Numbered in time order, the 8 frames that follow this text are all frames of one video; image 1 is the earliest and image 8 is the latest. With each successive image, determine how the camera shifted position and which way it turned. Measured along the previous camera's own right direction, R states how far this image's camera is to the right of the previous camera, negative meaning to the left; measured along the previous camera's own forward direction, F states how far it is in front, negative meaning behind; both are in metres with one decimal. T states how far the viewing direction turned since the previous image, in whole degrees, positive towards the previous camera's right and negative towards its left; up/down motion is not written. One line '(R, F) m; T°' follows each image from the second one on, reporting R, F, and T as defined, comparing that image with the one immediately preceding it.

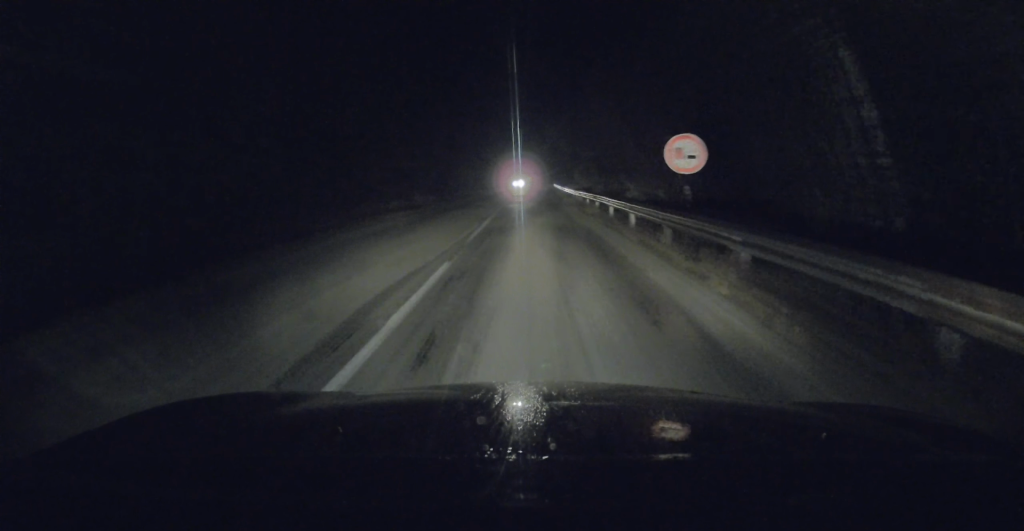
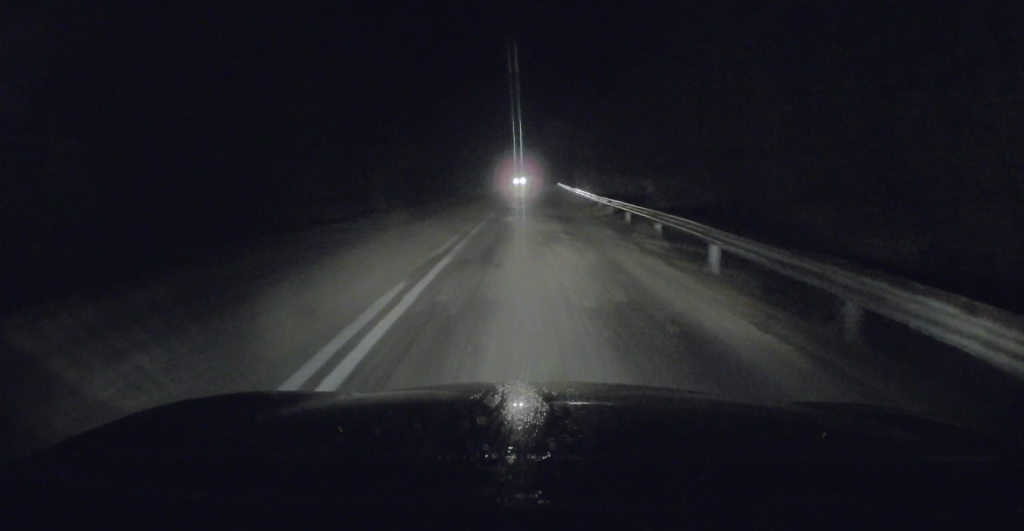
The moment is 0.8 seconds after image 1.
(0.0, +10.2) m; 0°
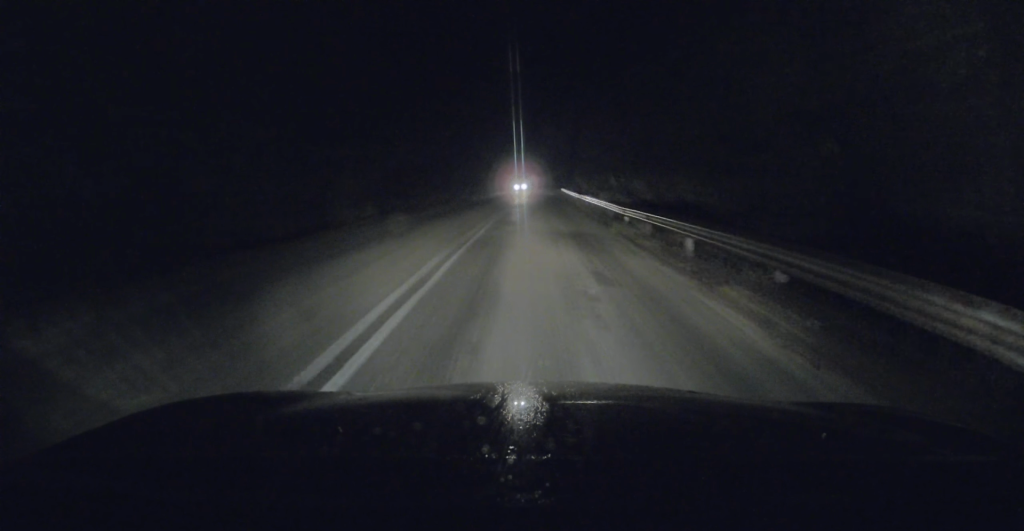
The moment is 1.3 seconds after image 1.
(0.0, +6.0) m; 0°
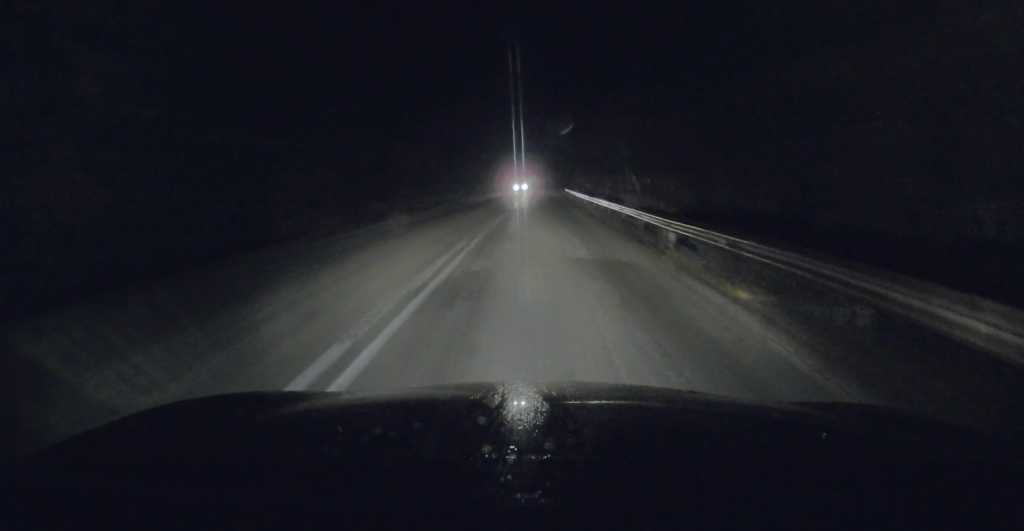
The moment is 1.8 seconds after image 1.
(-0.1, +5.3) m; 0°
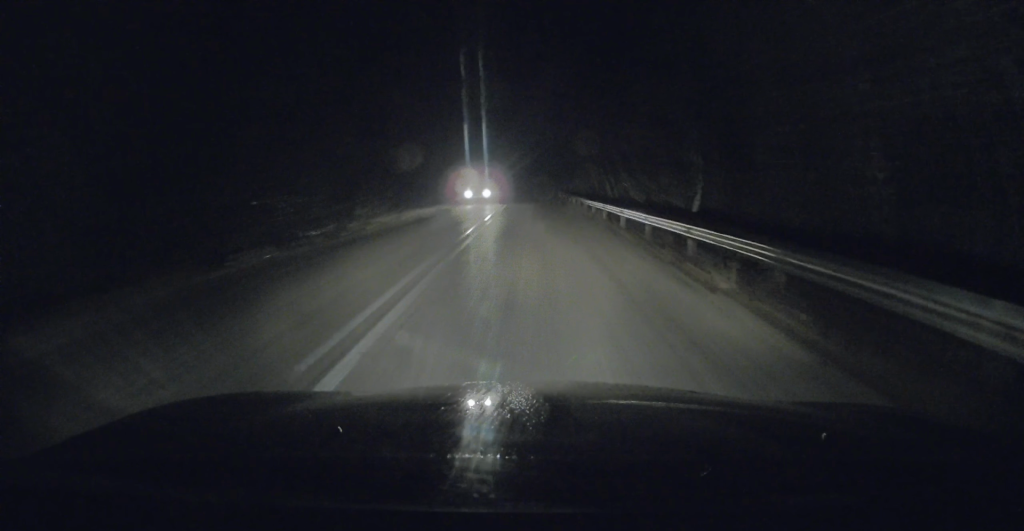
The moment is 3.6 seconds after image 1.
(+0.4, +20.3) m; +2°
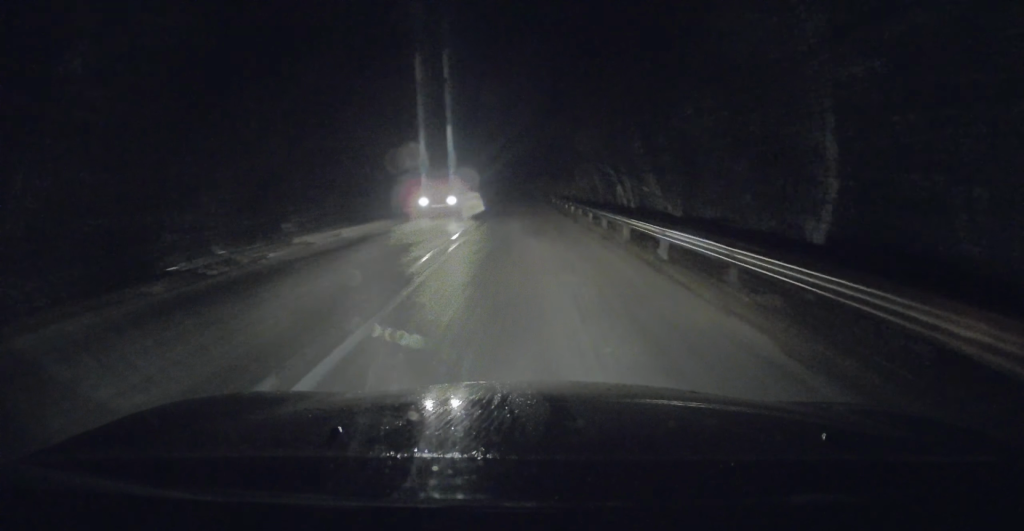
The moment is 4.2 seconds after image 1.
(0.0, +6.2) m; 0°
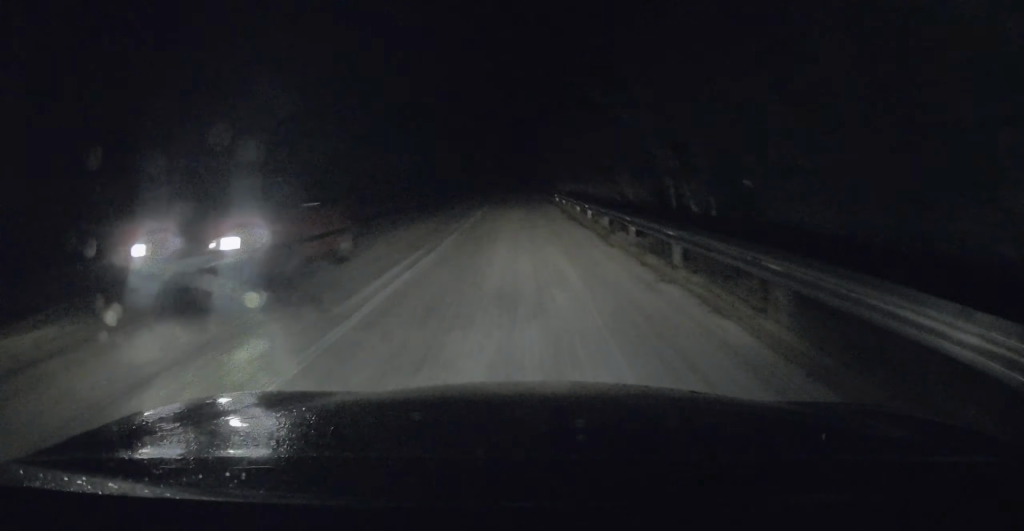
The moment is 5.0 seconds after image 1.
(+0.1, +8.9) m; +1°
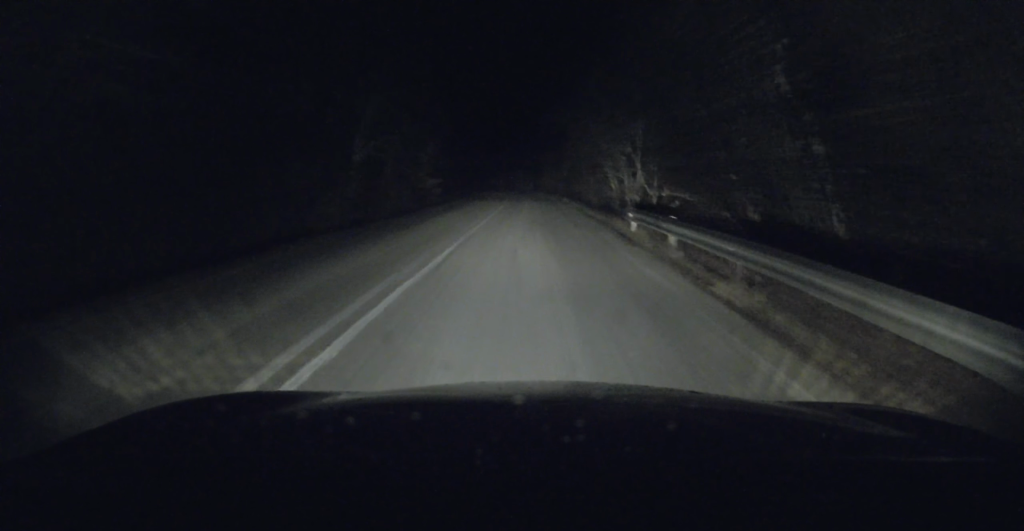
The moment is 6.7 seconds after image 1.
(-0.1, +20.1) m; -1°
